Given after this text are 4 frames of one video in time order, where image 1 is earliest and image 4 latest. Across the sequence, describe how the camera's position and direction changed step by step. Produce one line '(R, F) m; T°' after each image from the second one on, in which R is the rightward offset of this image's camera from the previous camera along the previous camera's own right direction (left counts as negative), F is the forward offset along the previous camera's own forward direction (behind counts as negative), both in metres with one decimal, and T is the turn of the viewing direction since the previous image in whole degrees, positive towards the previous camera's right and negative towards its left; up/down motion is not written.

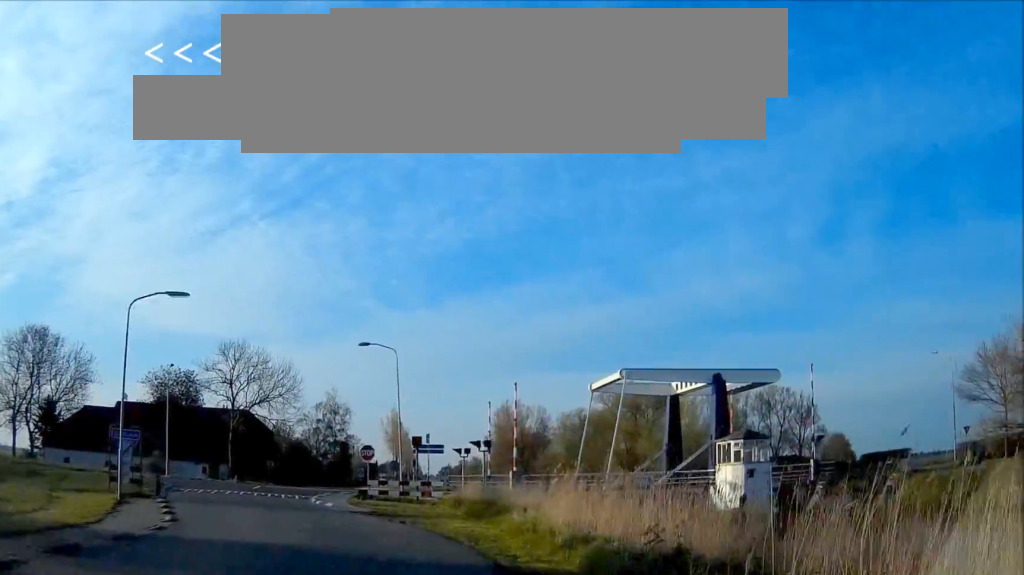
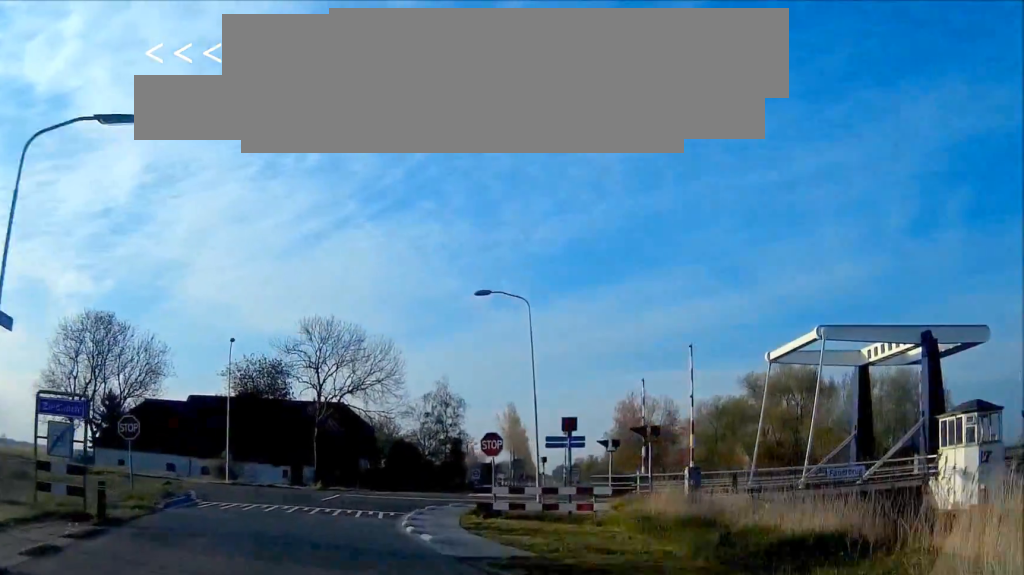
(-0.2, +11.3) m; -2°
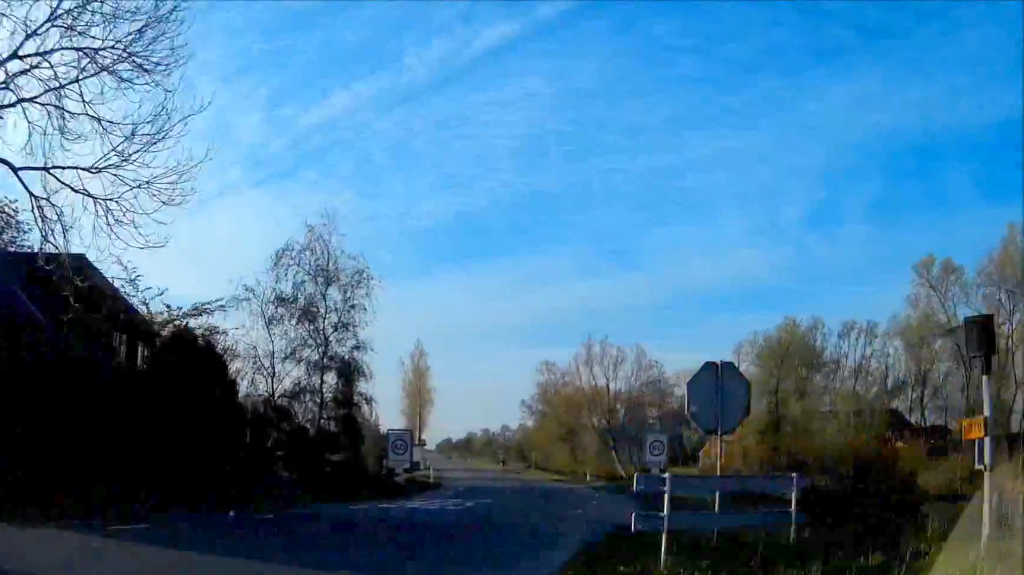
(+3.2, +46.2) m; +14°
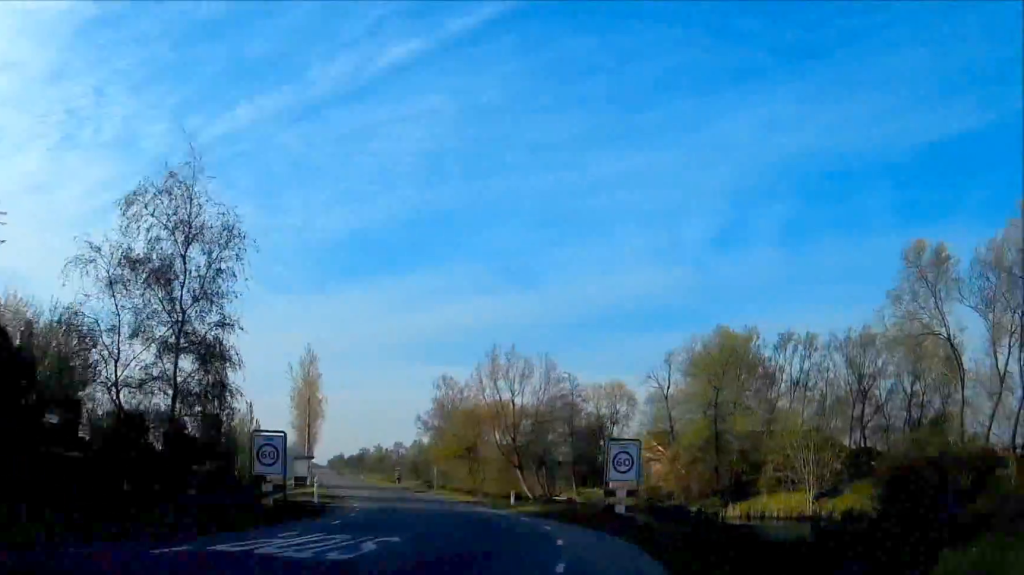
(+0.1, +8.2) m; +2°
